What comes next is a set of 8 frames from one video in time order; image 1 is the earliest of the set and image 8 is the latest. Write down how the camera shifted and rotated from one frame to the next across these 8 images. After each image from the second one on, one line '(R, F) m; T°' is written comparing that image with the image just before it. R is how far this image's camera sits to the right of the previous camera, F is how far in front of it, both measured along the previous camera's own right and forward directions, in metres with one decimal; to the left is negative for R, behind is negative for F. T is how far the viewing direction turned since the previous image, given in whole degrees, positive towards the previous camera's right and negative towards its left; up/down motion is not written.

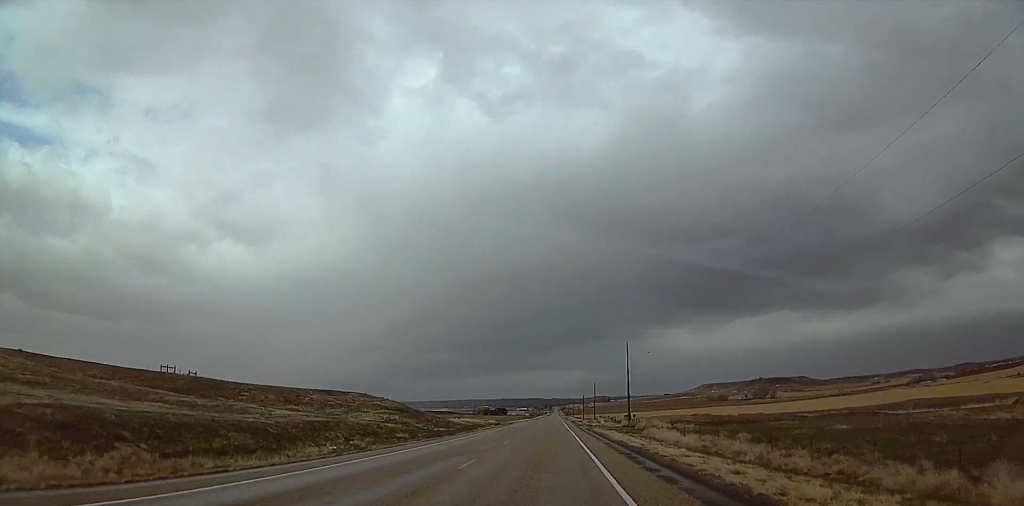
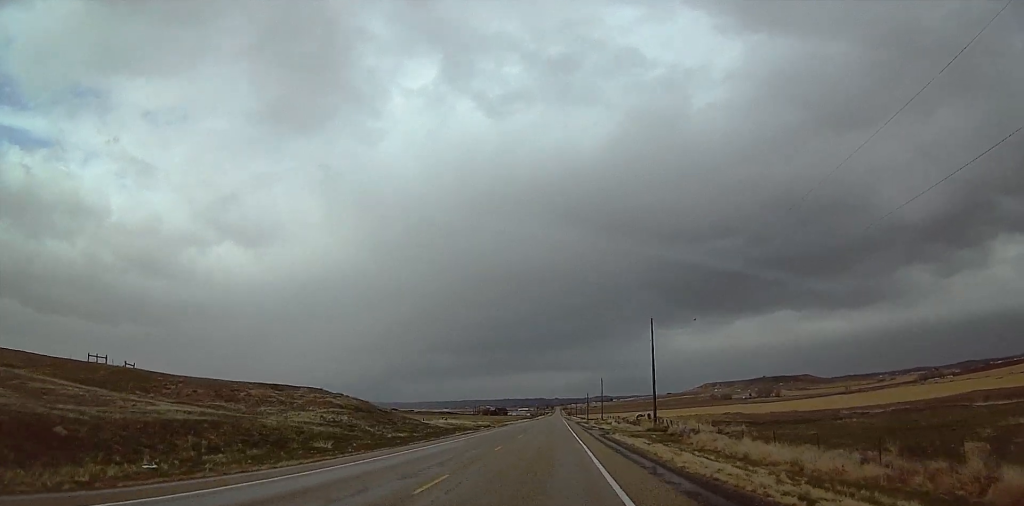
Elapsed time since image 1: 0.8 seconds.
(0.0, +20.5) m; 0°
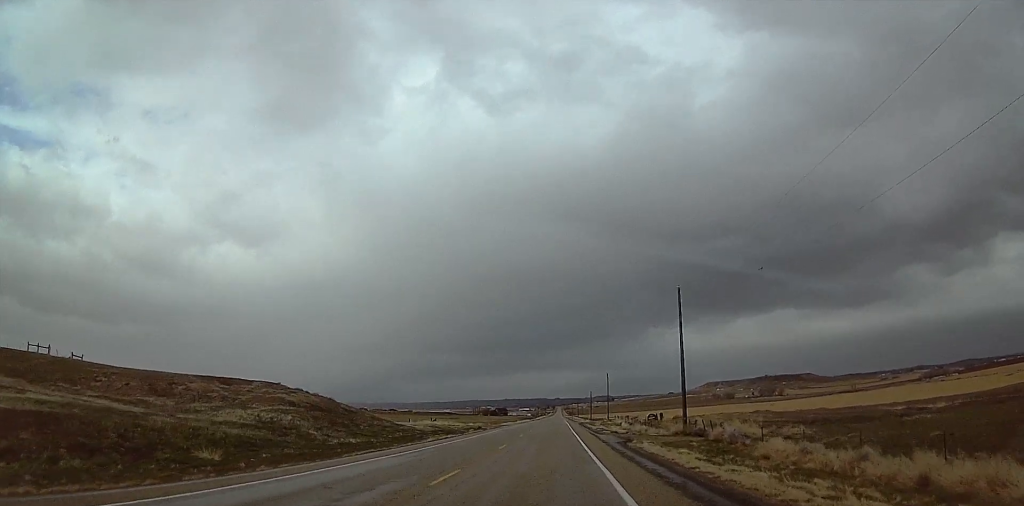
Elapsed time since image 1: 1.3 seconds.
(0.0, +13.6) m; 0°
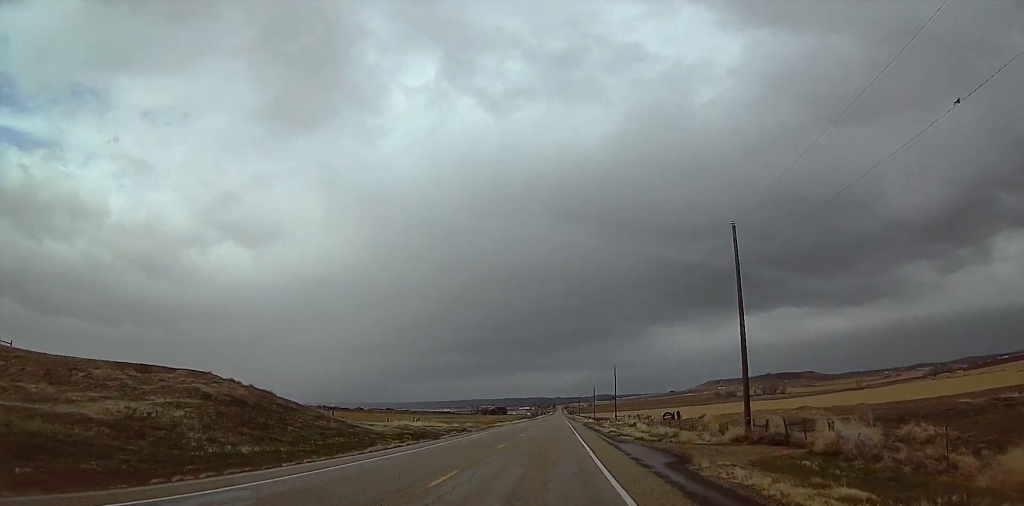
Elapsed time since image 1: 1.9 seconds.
(0.0, +15.3) m; 0°
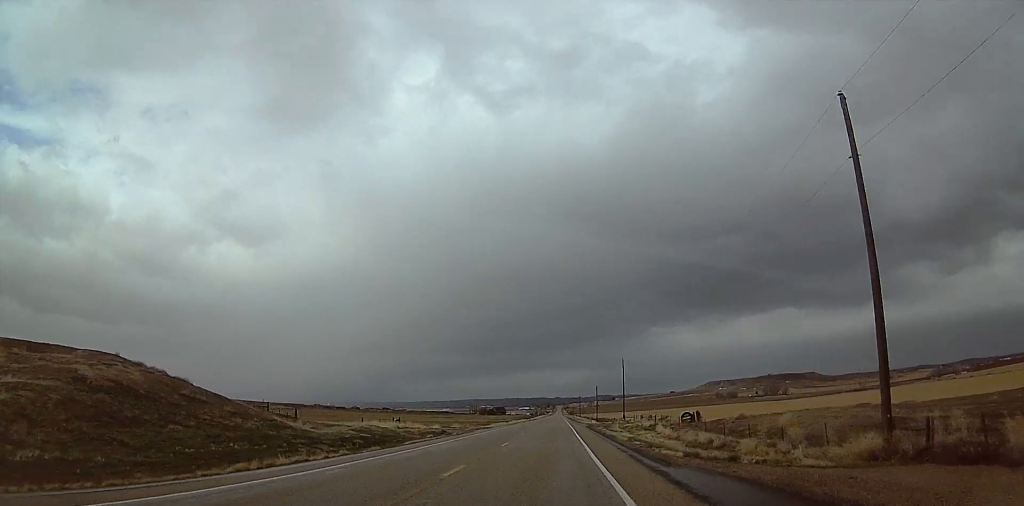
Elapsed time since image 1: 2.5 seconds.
(0.0, +13.6) m; -1°
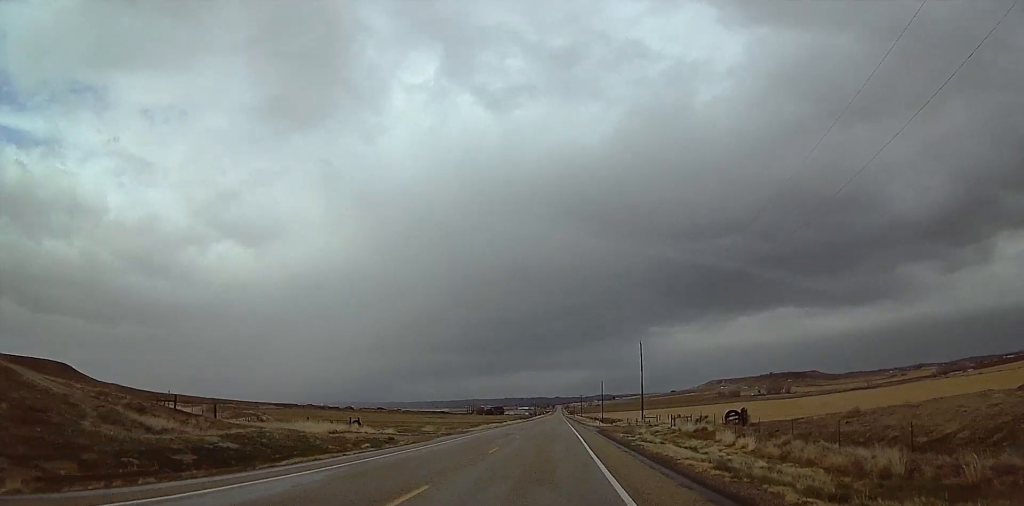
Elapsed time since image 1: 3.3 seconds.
(0.0, +20.4) m; -2°
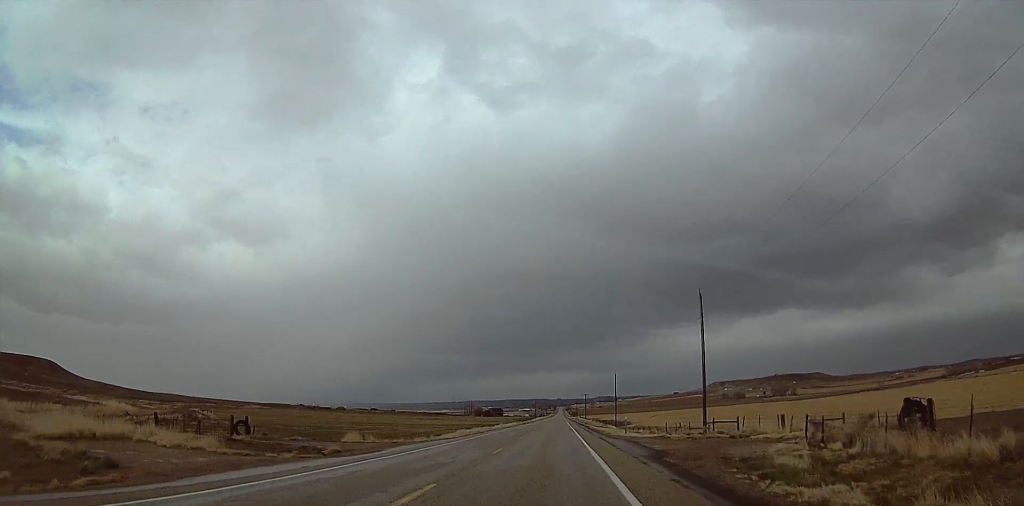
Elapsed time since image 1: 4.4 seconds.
(-0.7, +29.8) m; +1°
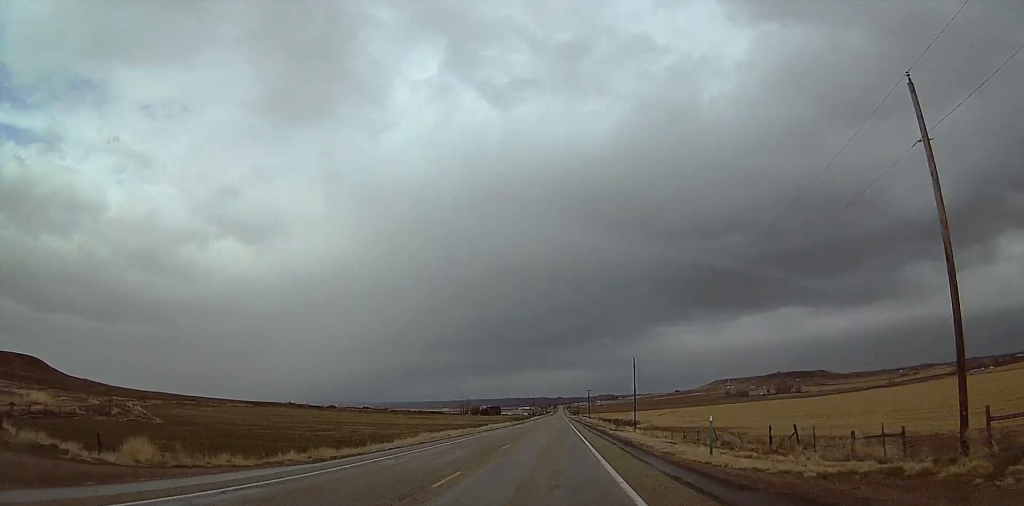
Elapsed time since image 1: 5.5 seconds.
(+0.9, +27.6) m; +2°
